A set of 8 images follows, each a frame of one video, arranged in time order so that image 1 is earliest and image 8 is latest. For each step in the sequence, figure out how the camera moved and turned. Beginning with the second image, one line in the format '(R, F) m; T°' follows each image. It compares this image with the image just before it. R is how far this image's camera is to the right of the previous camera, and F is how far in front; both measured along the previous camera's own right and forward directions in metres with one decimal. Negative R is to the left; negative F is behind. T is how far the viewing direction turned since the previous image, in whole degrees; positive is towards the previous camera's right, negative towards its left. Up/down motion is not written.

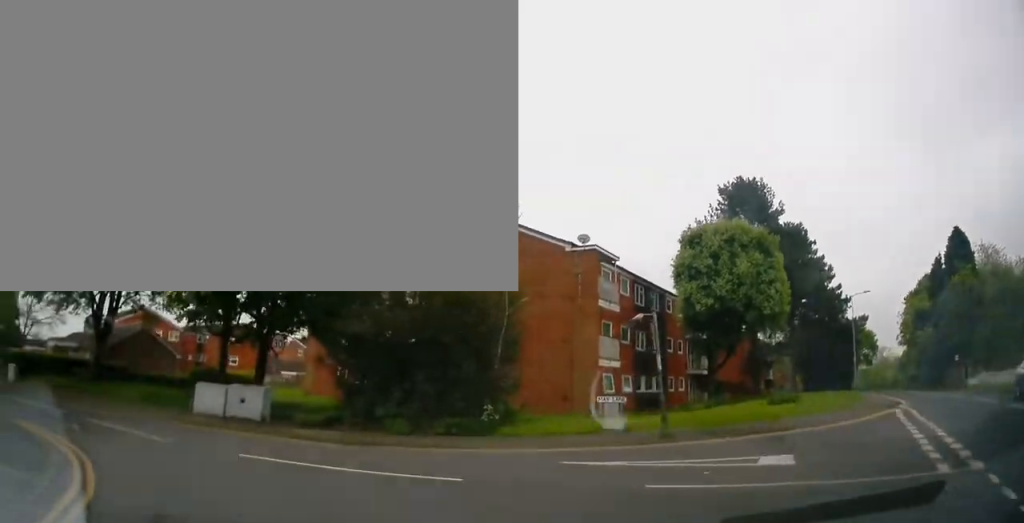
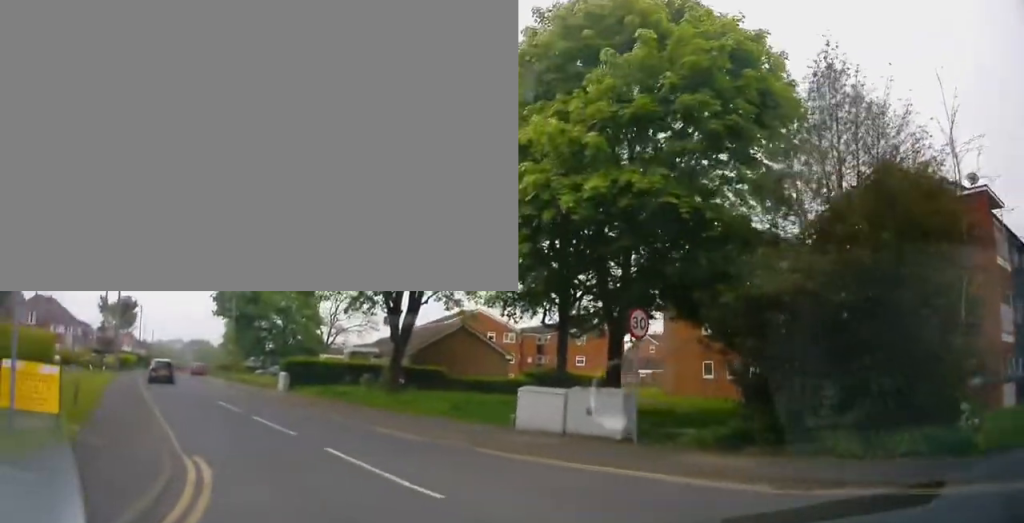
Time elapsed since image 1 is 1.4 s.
(-1.5, +5.6) m; -25°
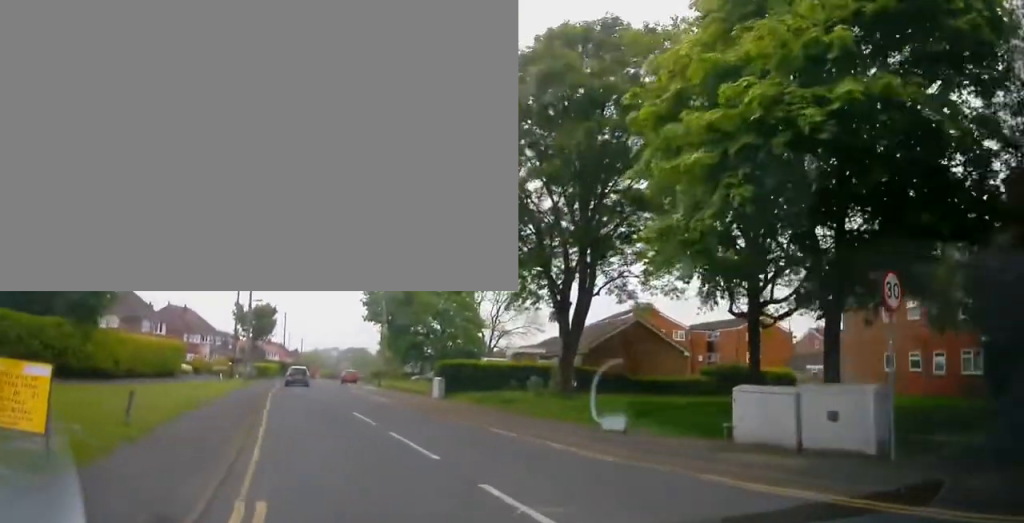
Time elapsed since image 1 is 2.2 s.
(-0.4, +3.2) m; -15°
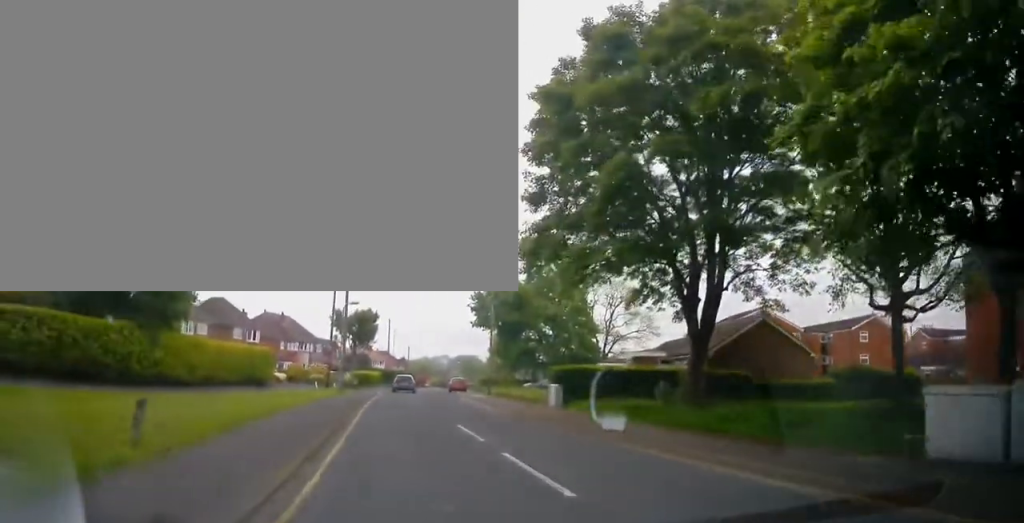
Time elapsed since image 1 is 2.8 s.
(0.0, +2.5) m; -12°
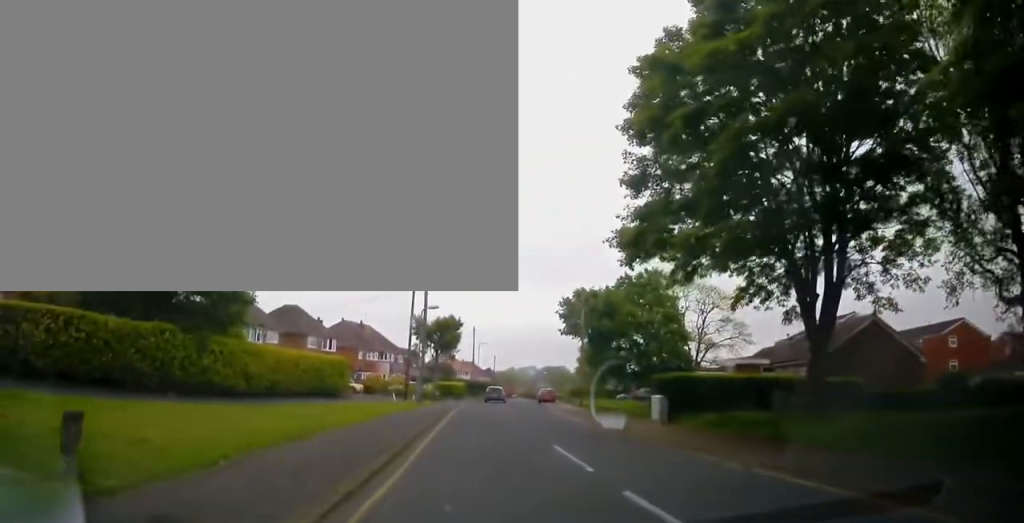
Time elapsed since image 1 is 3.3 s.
(-0.6, +2.7) m; -6°
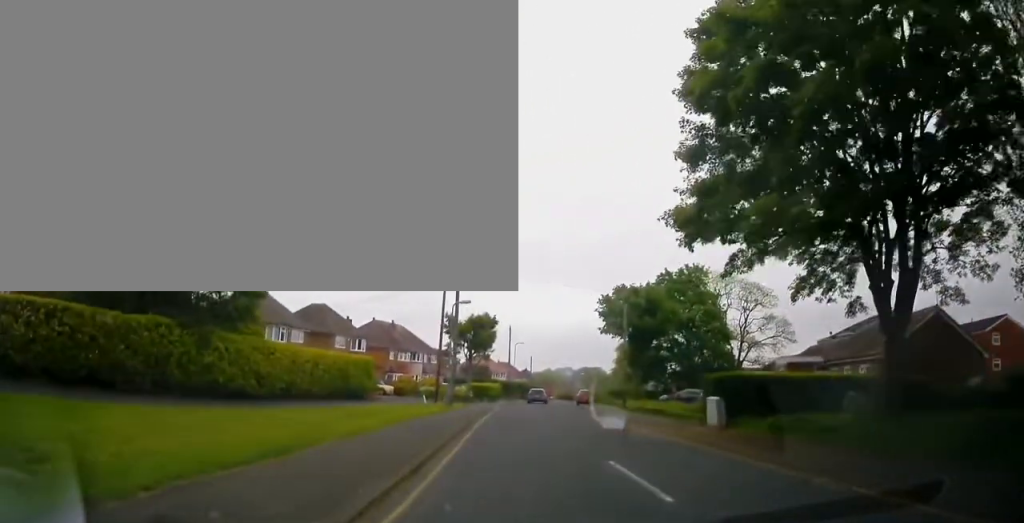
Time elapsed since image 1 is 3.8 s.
(-0.2, +2.4) m; -4°
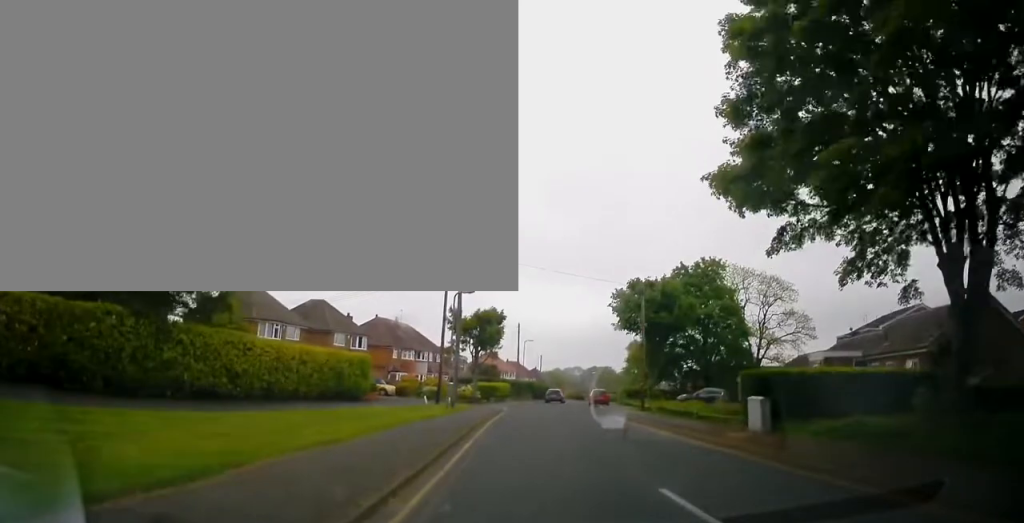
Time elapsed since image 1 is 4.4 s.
(+0.1, +3.2) m; +1°
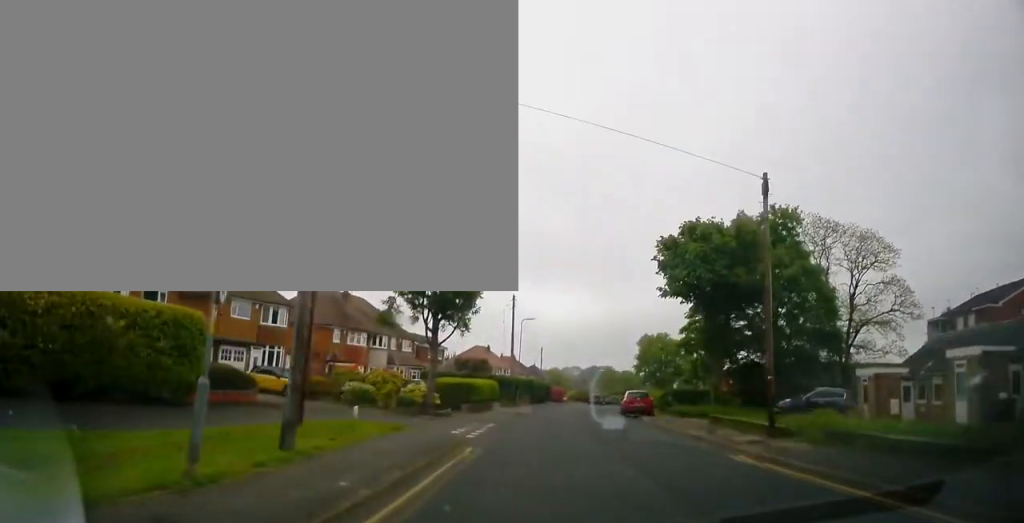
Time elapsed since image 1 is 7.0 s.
(+0.5, +18.3) m; +3°
